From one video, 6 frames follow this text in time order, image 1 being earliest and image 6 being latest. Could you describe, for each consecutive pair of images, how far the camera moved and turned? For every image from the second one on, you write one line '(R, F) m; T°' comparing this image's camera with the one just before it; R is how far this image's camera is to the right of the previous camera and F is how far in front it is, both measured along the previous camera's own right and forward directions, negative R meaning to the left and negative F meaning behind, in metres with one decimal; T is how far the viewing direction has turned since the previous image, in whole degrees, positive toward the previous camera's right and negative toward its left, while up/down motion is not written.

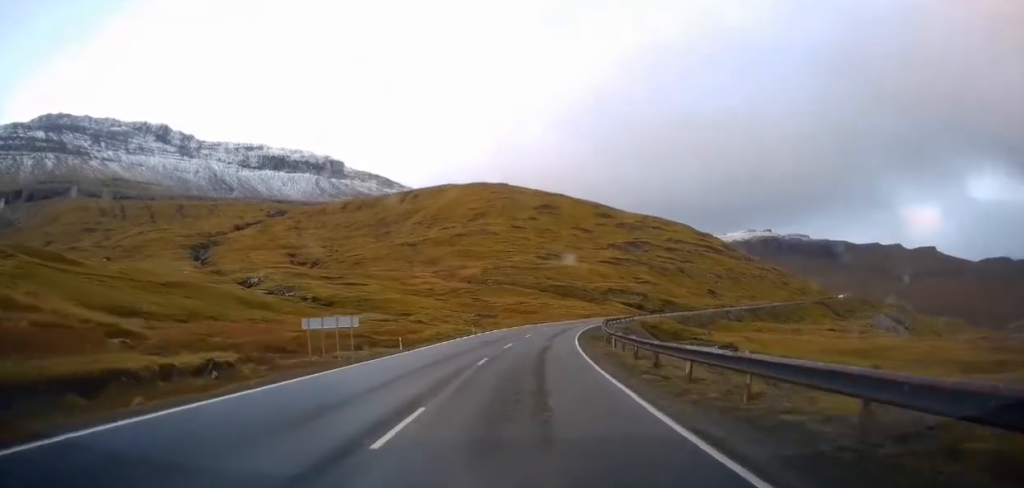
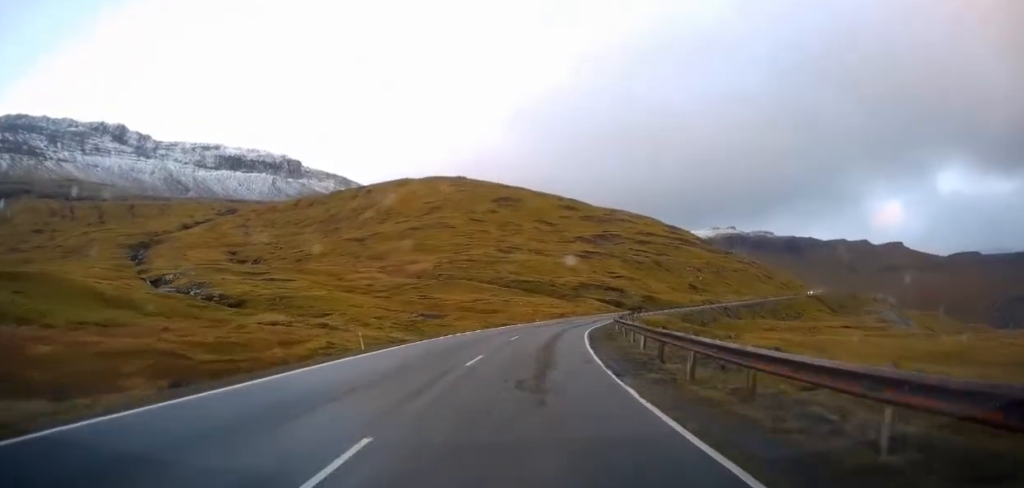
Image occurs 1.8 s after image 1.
(+0.3, +24.9) m; +5°
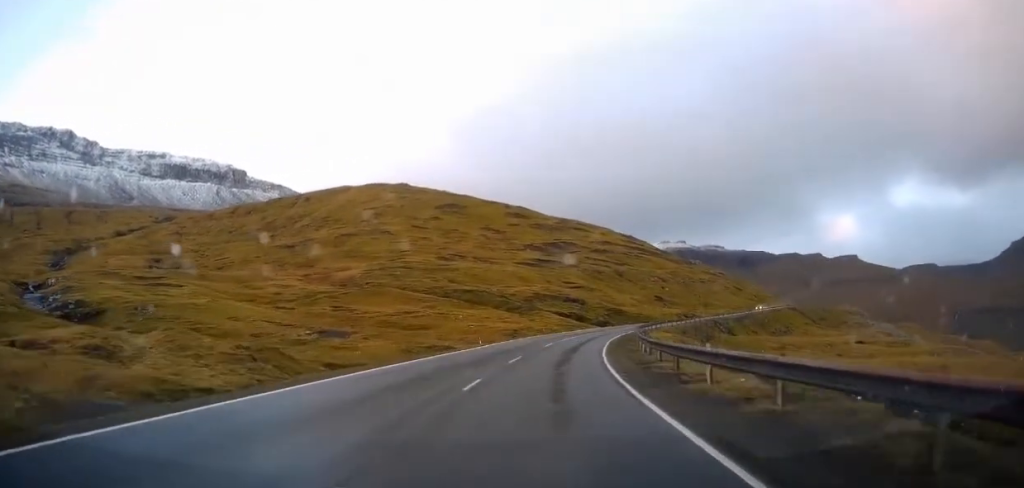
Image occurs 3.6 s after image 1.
(+1.6, +25.0) m; +6°
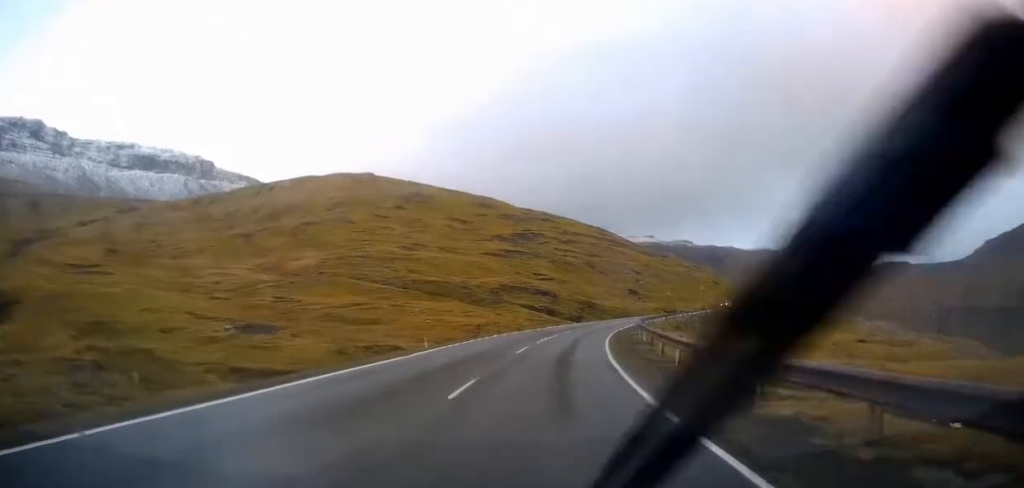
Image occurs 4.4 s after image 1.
(+0.4, +11.1) m; +1°
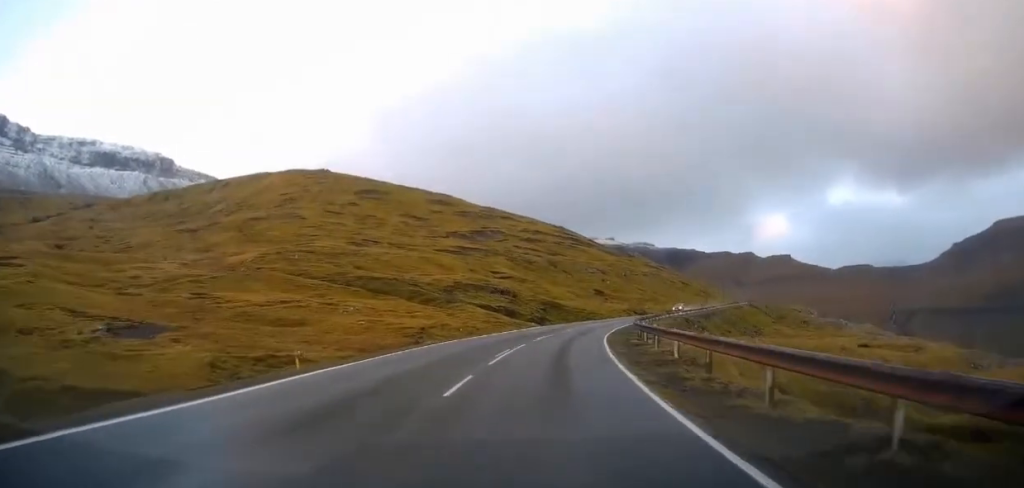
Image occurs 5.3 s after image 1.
(-0.4, +12.4) m; +3°
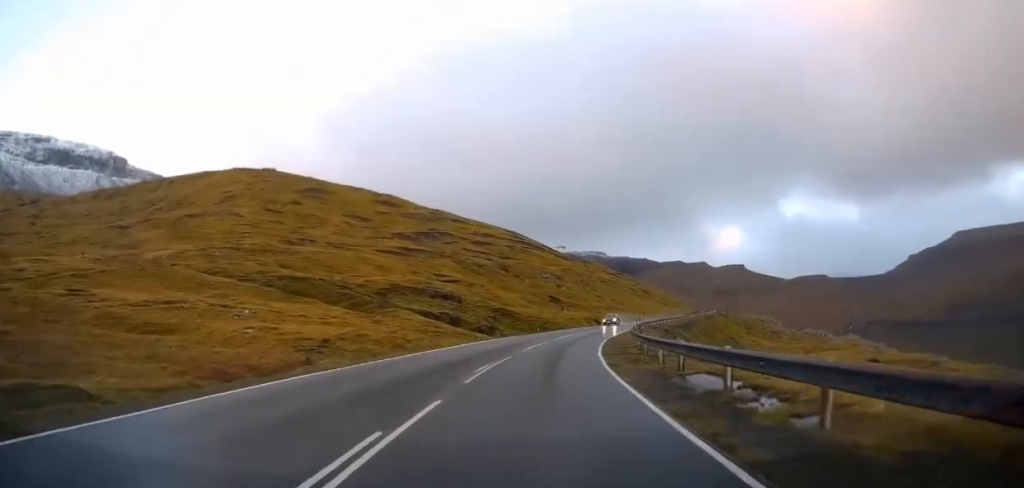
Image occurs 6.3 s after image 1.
(+1.2, +14.7) m; +6°
